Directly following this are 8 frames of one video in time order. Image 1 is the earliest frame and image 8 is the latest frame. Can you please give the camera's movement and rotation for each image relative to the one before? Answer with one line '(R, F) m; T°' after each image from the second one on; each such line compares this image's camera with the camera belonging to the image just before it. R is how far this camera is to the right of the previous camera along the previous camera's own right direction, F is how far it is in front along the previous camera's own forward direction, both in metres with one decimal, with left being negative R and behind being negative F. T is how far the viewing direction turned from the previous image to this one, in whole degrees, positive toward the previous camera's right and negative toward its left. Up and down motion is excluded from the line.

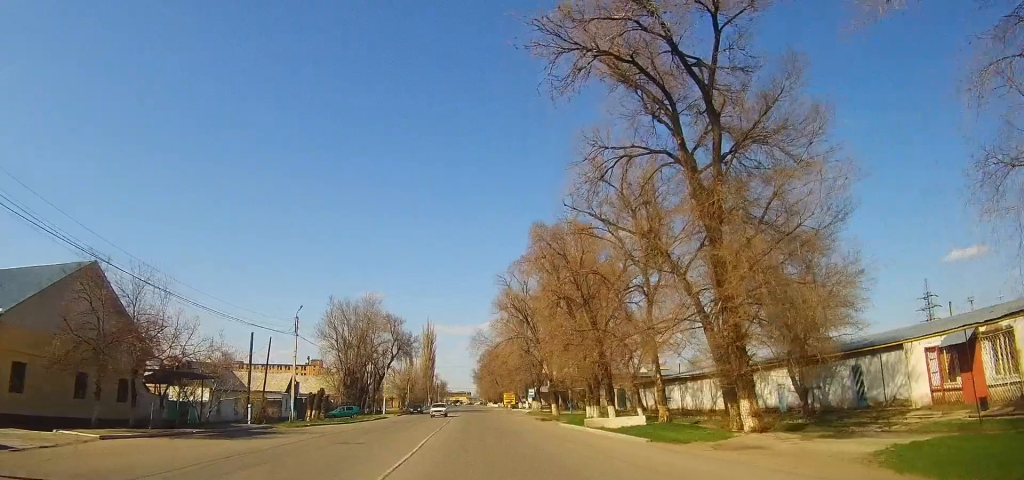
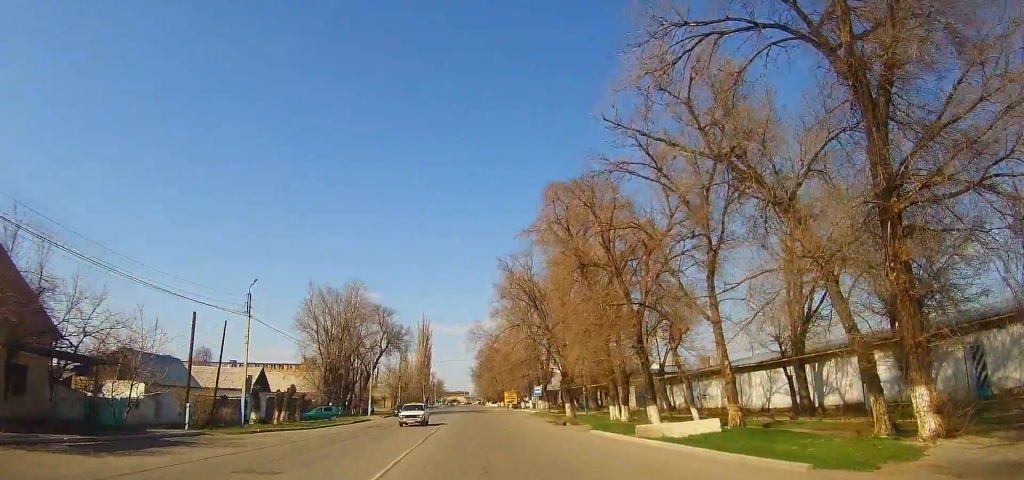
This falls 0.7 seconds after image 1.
(0.0, +8.8) m; 0°
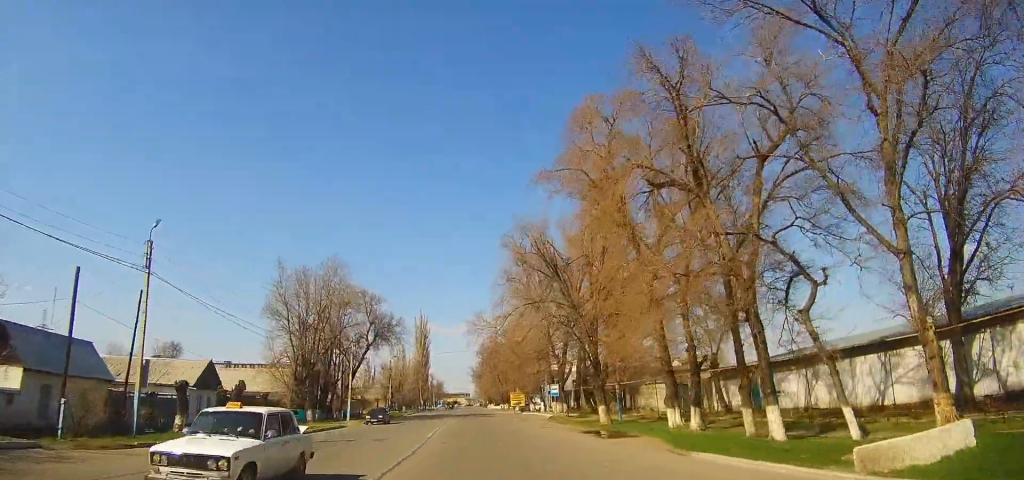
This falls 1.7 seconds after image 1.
(0.0, +11.8) m; 0°
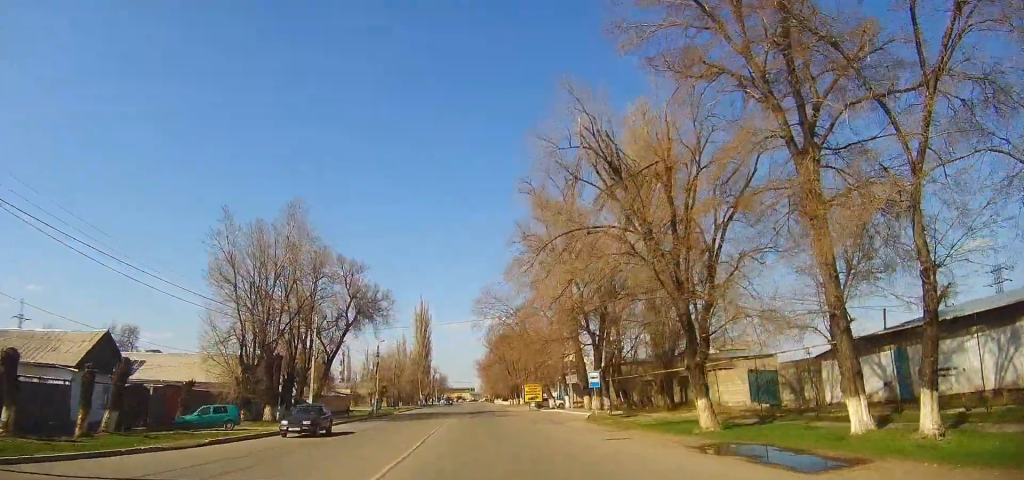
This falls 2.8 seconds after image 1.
(0.0, +14.2) m; 0°
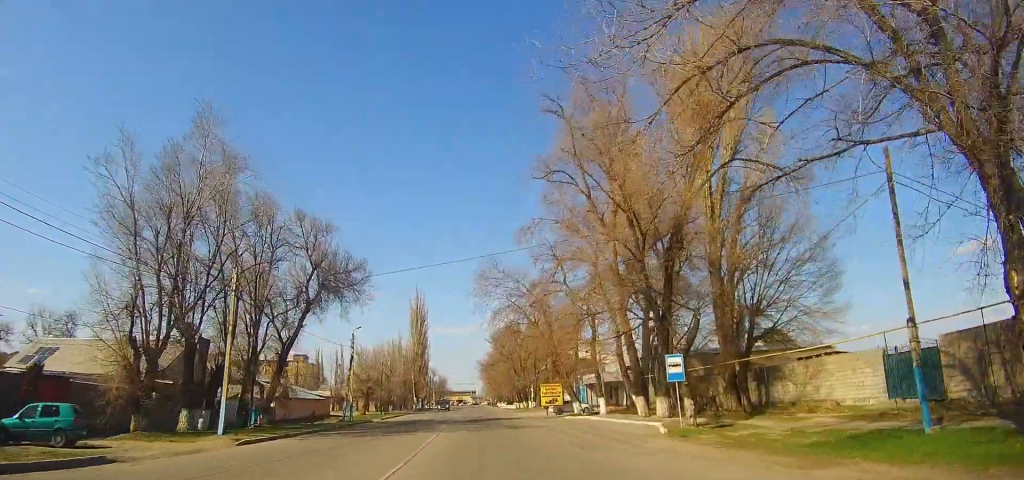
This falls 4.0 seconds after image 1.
(0.0, +14.0) m; 0°
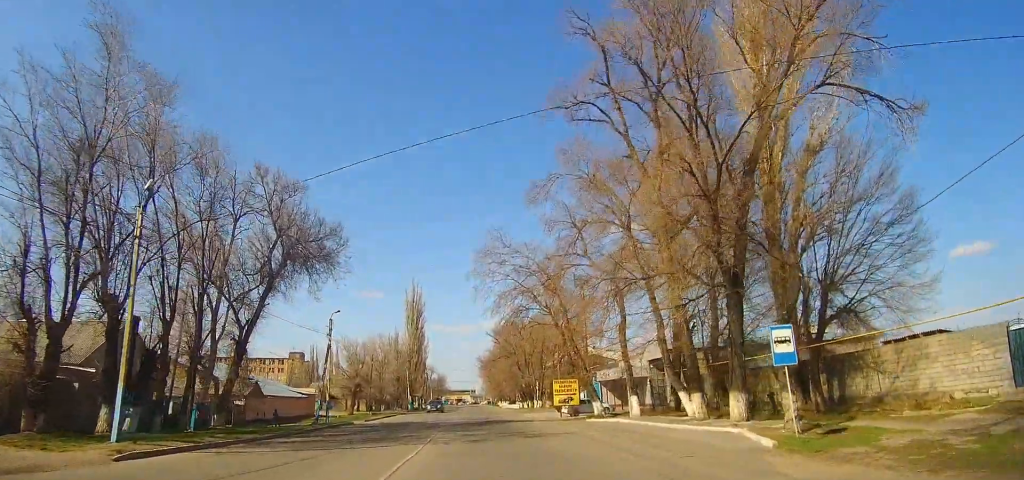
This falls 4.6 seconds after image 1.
(0.0, +8.1) m; 0°
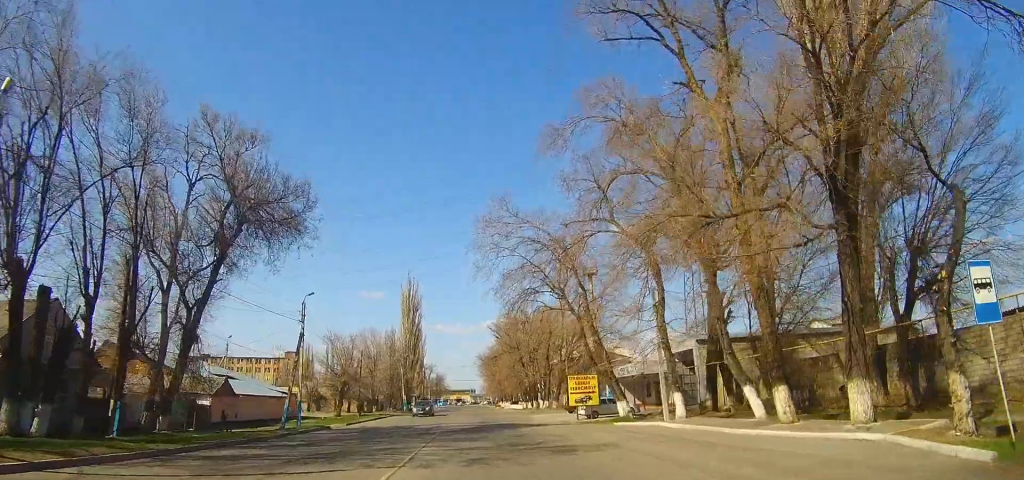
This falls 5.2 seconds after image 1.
(0.0, +7.1) m; 0°
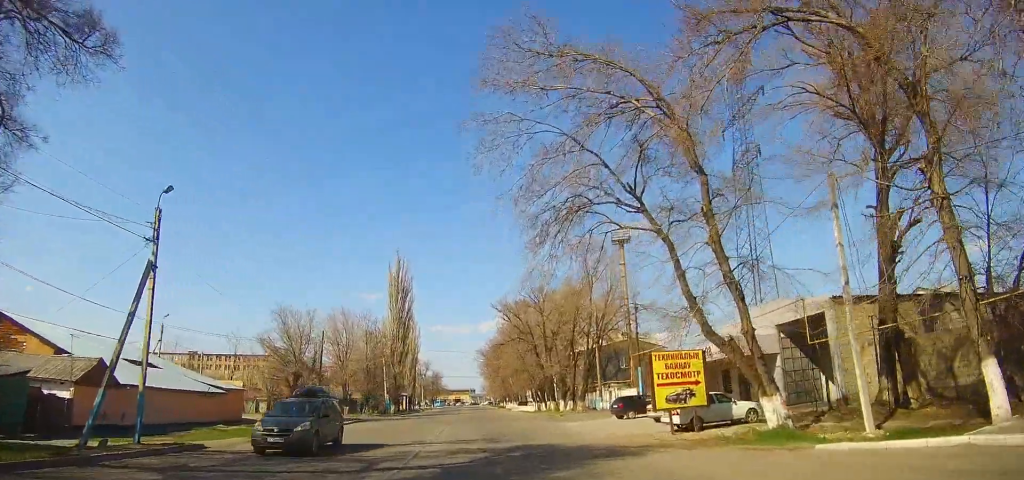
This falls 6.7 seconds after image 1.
(0.0, +17.2) m; 0°
